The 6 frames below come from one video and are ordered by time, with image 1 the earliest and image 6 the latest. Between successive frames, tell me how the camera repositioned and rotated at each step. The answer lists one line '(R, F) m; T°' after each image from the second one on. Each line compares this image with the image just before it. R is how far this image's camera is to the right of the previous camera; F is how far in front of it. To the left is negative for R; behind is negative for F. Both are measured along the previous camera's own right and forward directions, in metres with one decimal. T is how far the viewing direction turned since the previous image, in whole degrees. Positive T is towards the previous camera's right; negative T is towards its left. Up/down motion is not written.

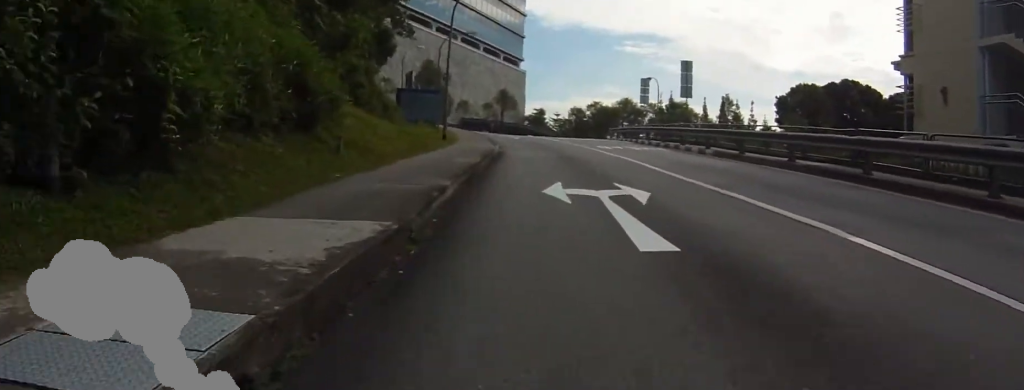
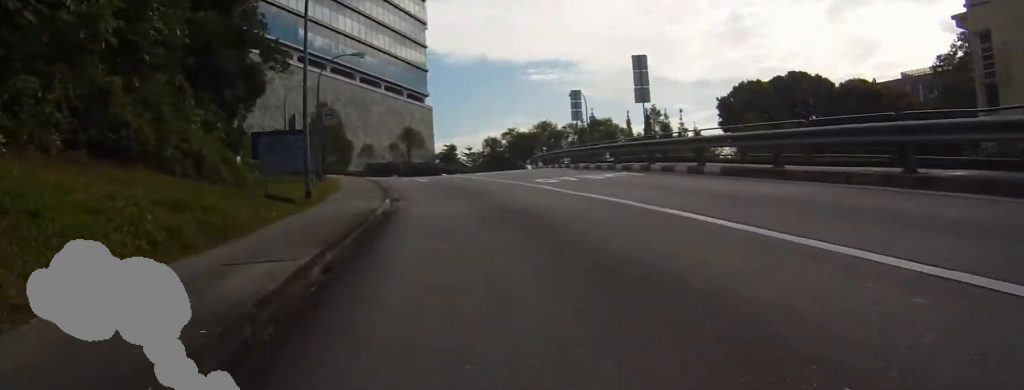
(-1.2, +11.7) m; -2°
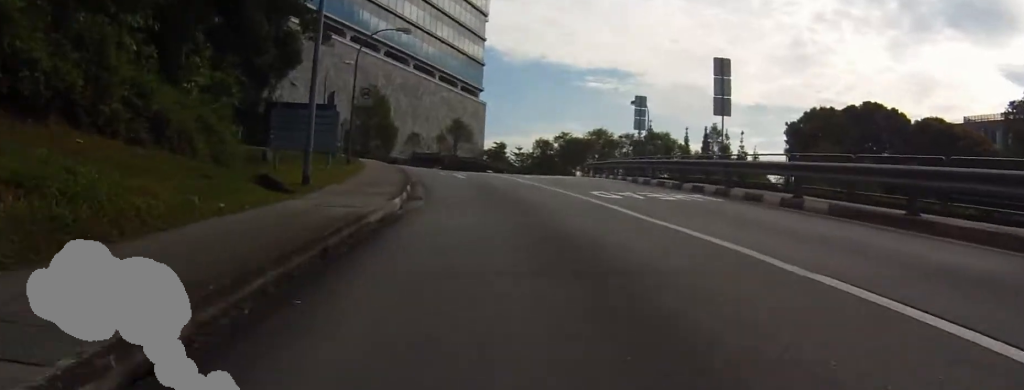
(+0.6, +4.4) m; +6°
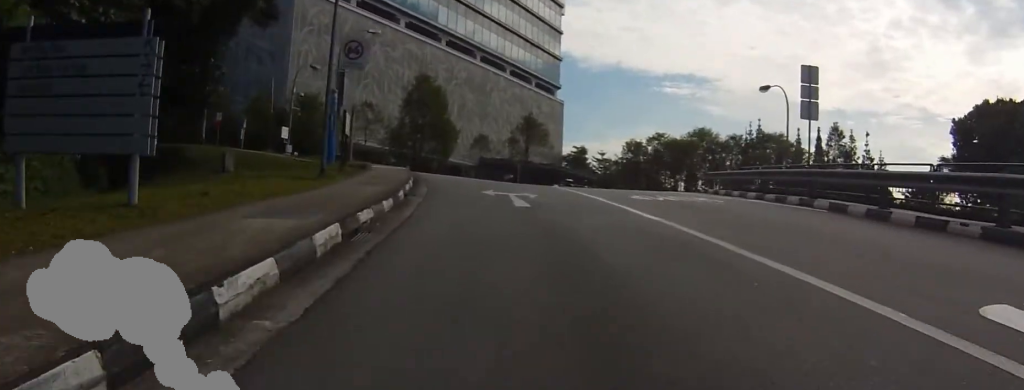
(+0.9, +15.2) m; +10°
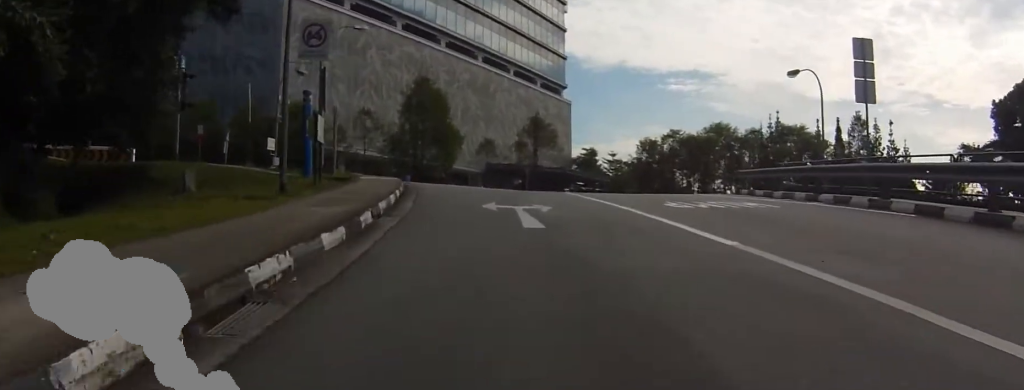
(+0.6, +4.0) m; +1°
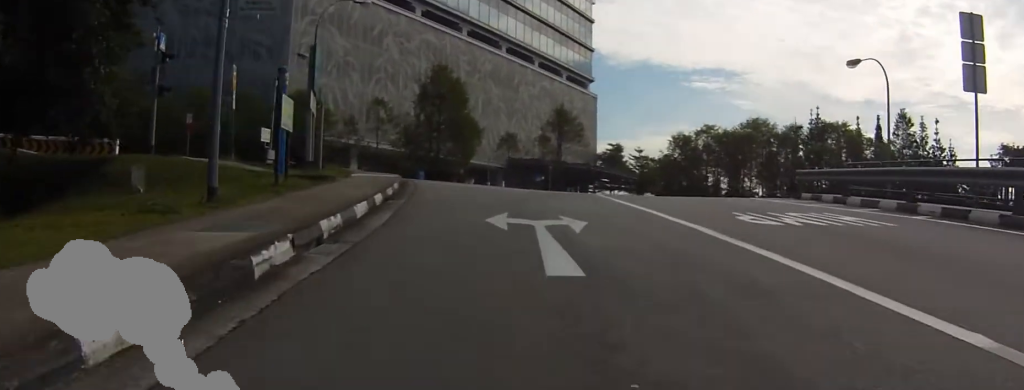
(-0.7, +4.9) m; 0°
